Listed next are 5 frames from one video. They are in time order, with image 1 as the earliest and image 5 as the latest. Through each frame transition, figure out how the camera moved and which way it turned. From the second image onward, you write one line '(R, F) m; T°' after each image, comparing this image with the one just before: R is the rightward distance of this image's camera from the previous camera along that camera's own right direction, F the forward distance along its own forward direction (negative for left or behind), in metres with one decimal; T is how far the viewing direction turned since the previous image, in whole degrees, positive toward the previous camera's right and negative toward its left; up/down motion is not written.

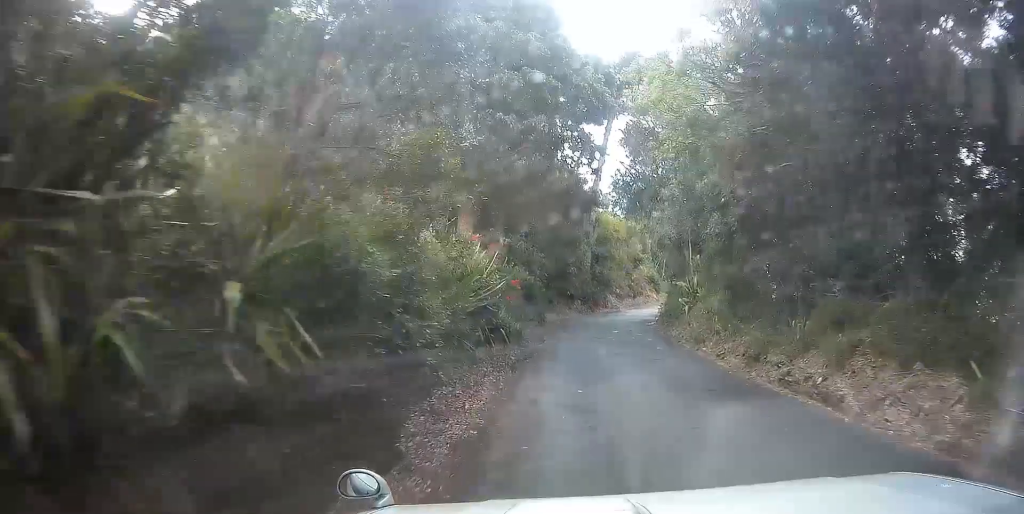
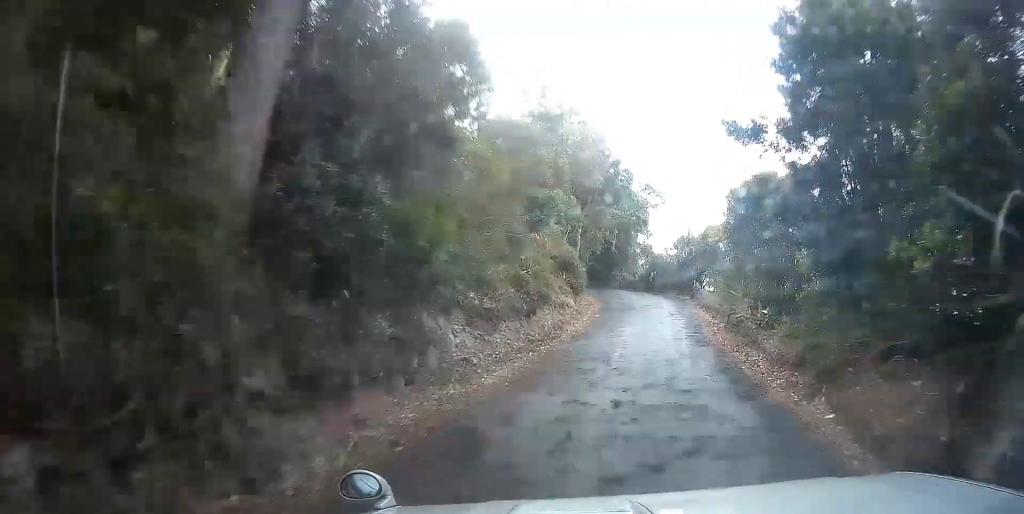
(-1.1, +33.2) m; +3°
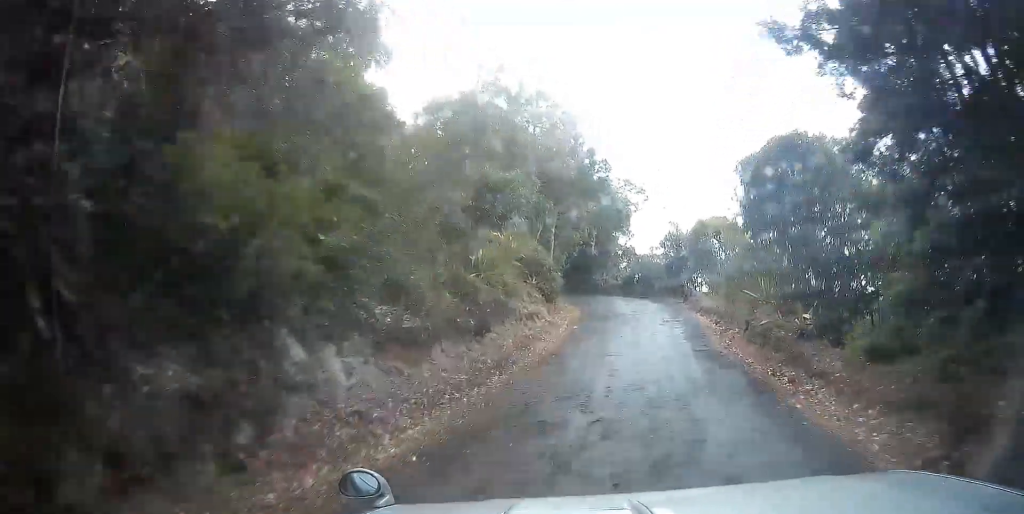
(+0.1, +4.1) m; +1°
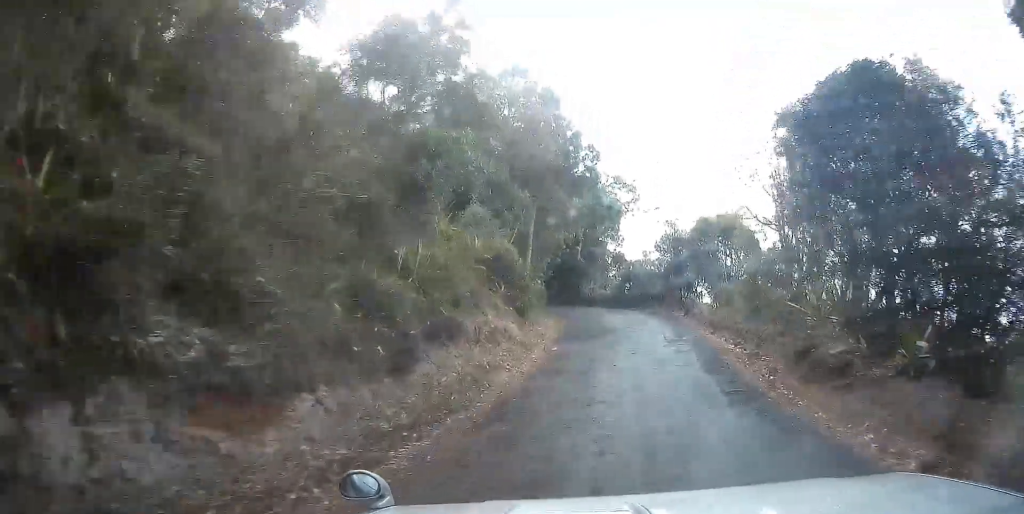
(0.0, +4.2) m; 0°
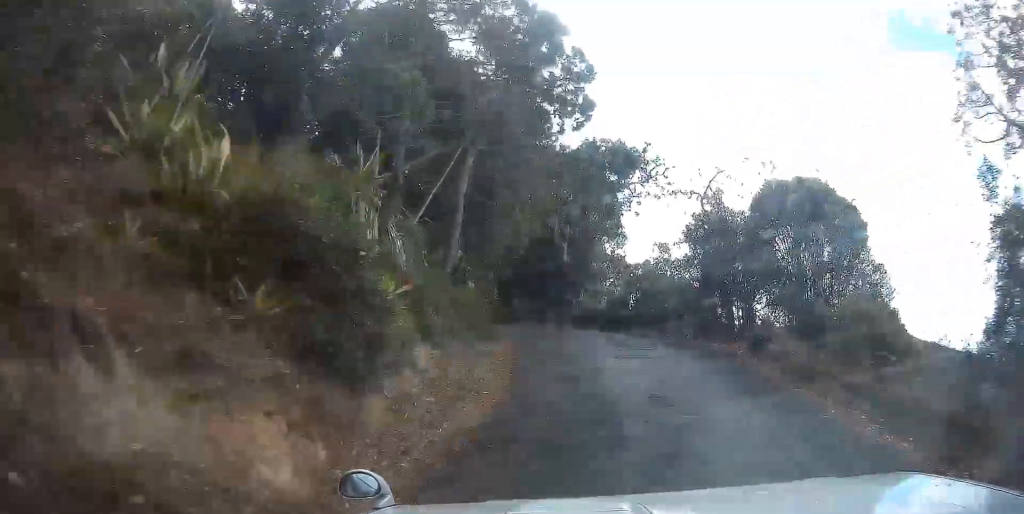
(0.0, +11.4) m; -1°
